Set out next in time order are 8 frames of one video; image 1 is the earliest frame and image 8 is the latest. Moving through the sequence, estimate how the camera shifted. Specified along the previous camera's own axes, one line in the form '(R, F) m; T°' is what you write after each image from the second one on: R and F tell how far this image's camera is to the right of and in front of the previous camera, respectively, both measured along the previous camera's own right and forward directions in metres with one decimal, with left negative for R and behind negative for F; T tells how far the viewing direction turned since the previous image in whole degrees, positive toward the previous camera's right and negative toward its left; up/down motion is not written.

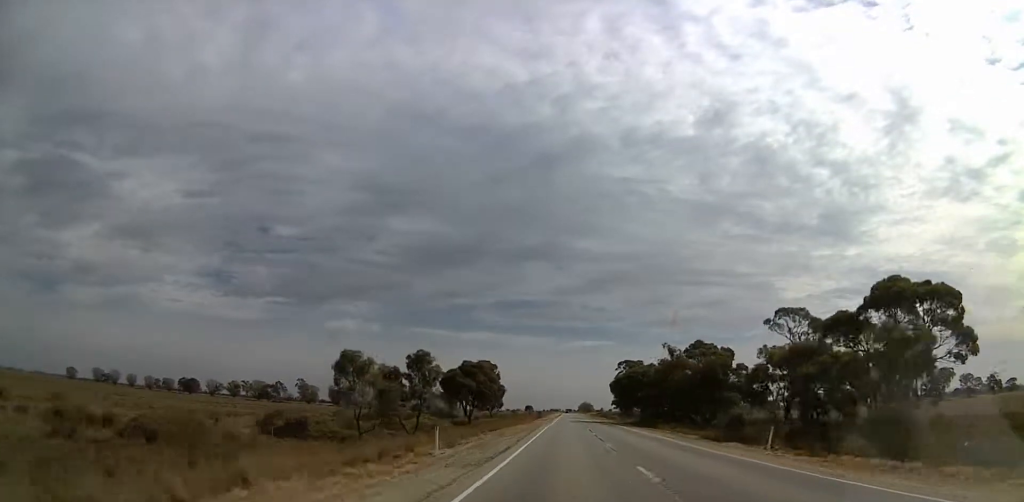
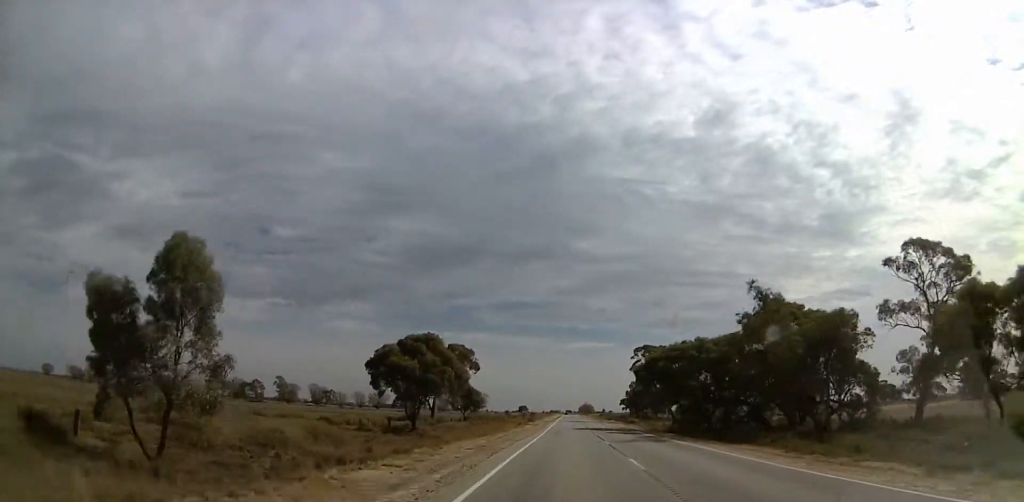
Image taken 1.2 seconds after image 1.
(0.0, +32.4) m; 0°
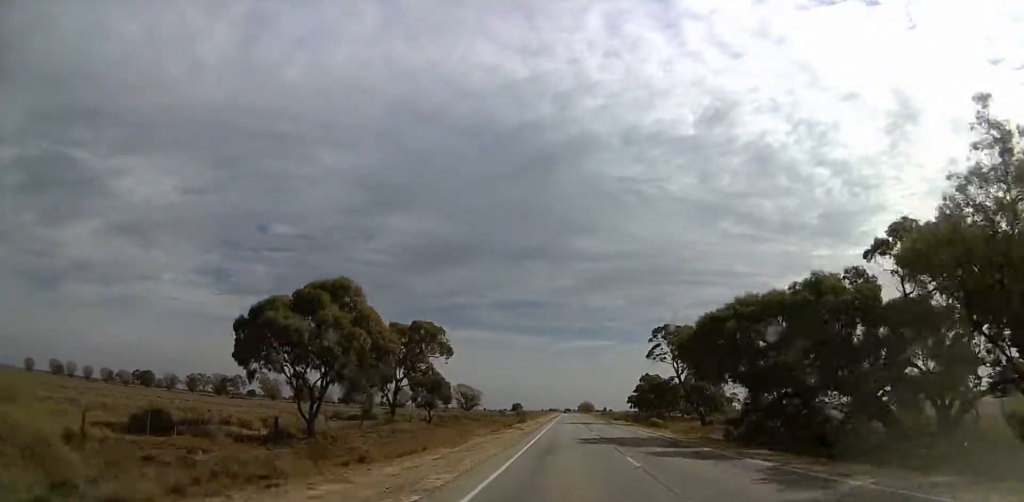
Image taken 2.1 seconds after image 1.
(0.0, +23.3) m; 0°
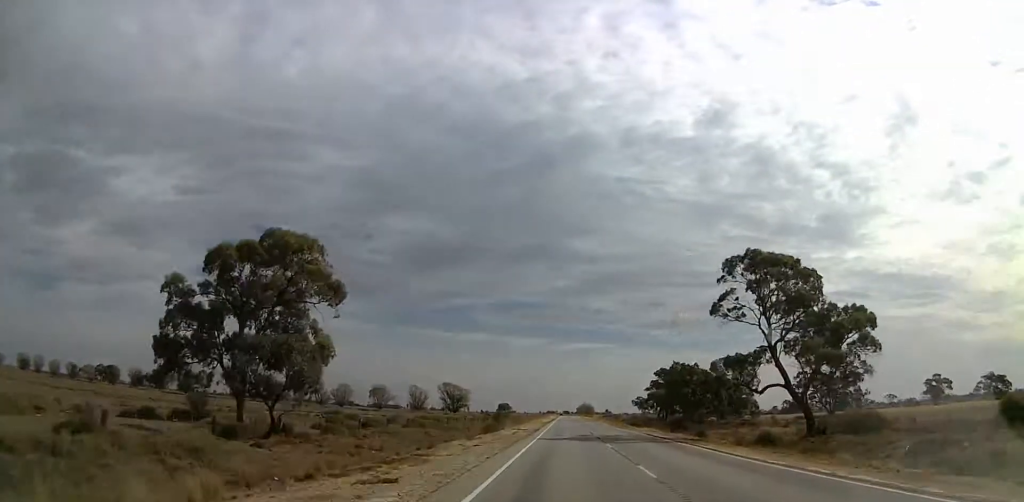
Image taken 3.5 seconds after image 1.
(0.0, +38.8) m; 0°
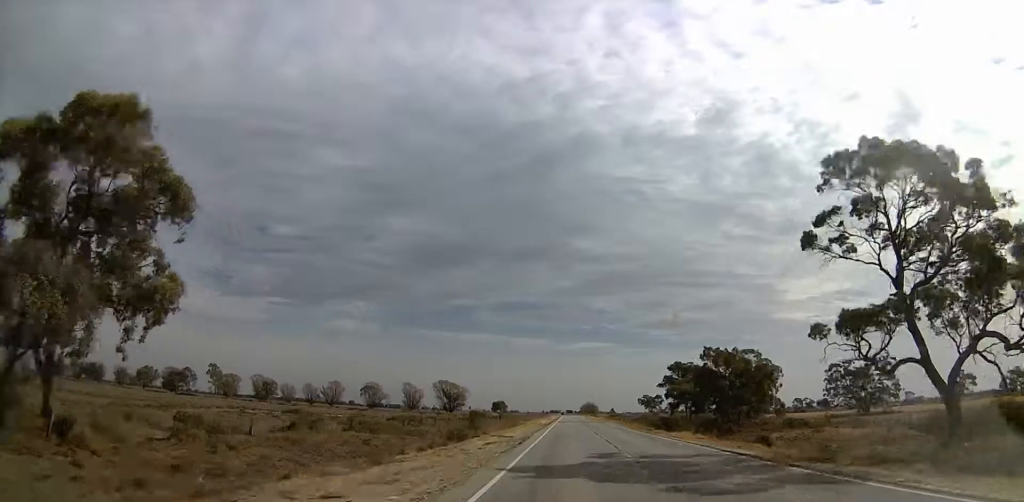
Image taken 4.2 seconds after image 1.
(0.0, +19.1) m; 0°
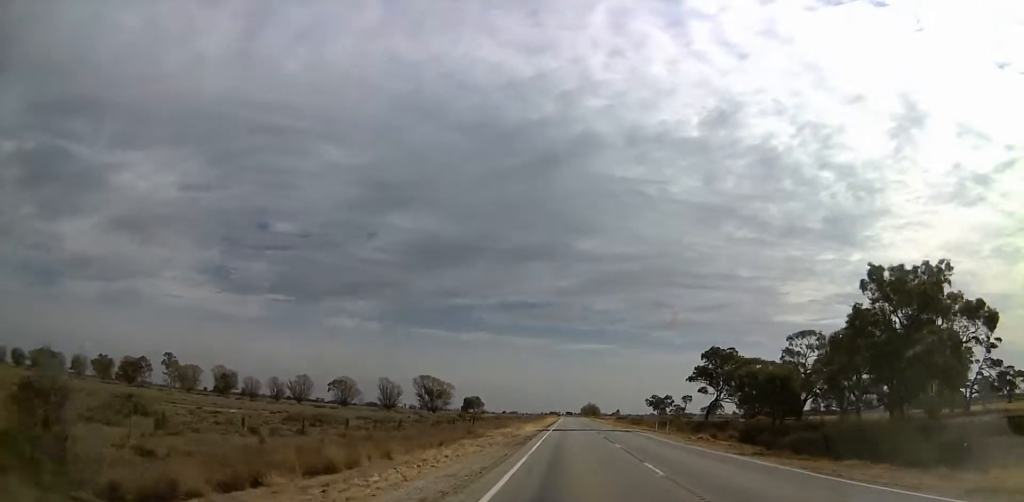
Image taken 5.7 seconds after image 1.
(0.0, +41.0) m; 0°
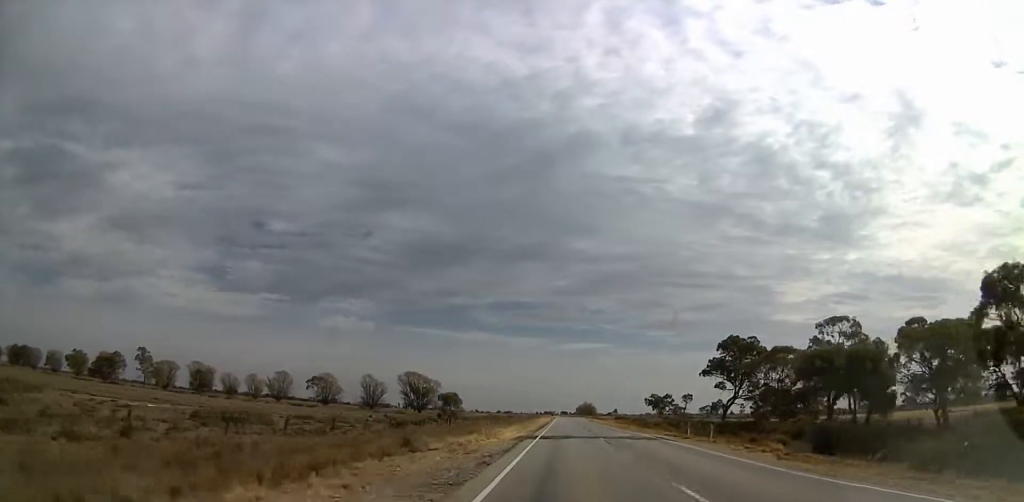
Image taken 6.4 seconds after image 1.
(0.0, +17.3) m; 0°
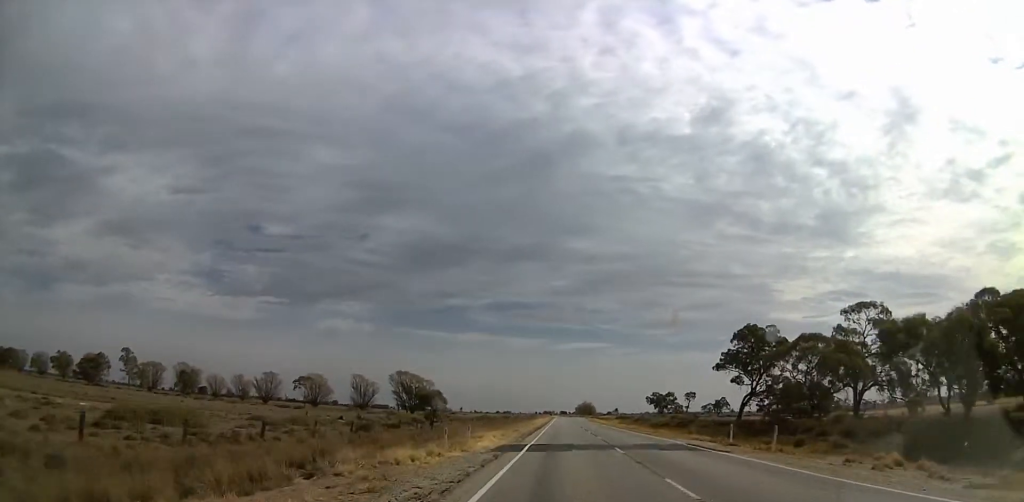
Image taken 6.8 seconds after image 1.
(0.0, +10.9) m; 0°
